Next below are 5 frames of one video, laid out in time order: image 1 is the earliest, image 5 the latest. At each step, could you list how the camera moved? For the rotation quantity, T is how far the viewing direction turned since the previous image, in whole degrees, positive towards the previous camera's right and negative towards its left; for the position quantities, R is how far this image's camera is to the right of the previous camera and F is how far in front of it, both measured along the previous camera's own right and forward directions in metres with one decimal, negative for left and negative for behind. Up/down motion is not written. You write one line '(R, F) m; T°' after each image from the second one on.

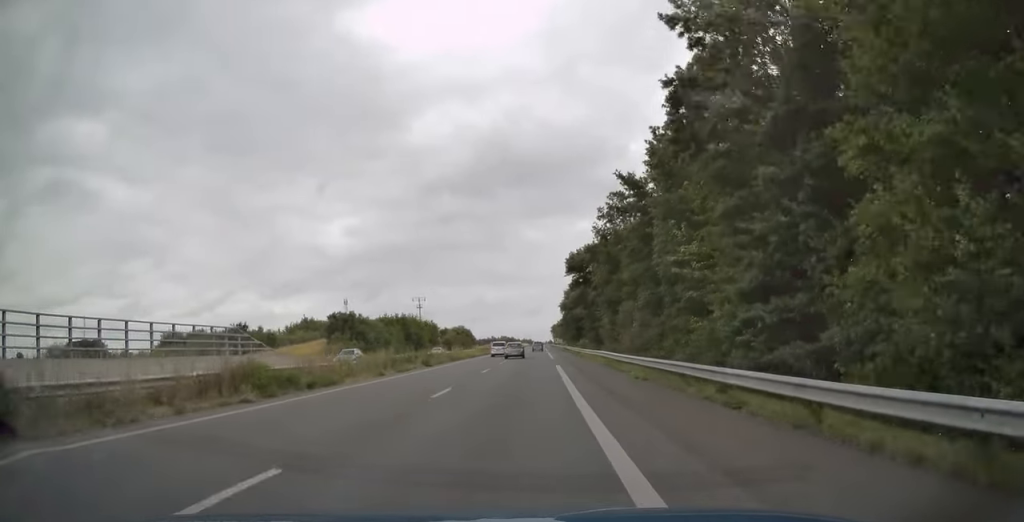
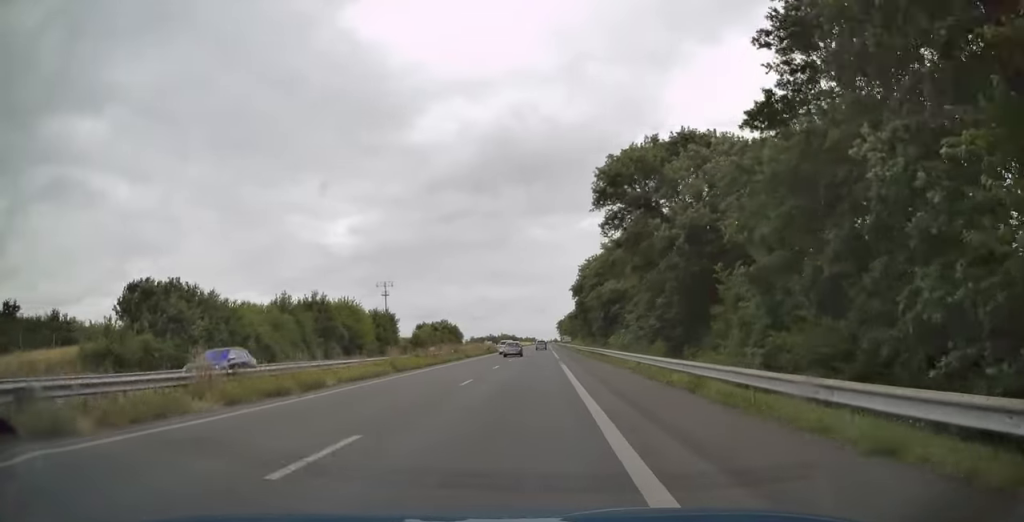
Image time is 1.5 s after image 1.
(0.0, +48.8) m; -1°
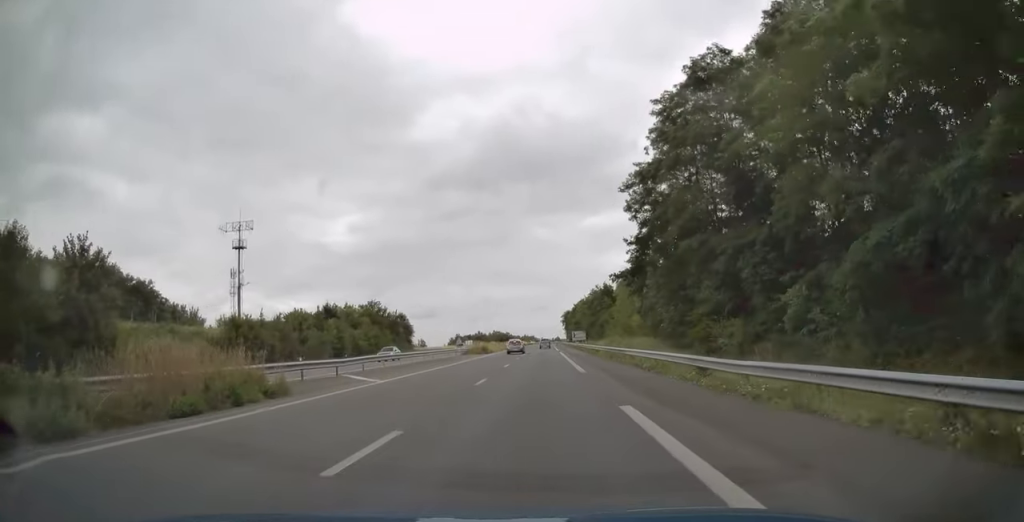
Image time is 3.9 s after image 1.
(-0.3, +77.7) m; -1°
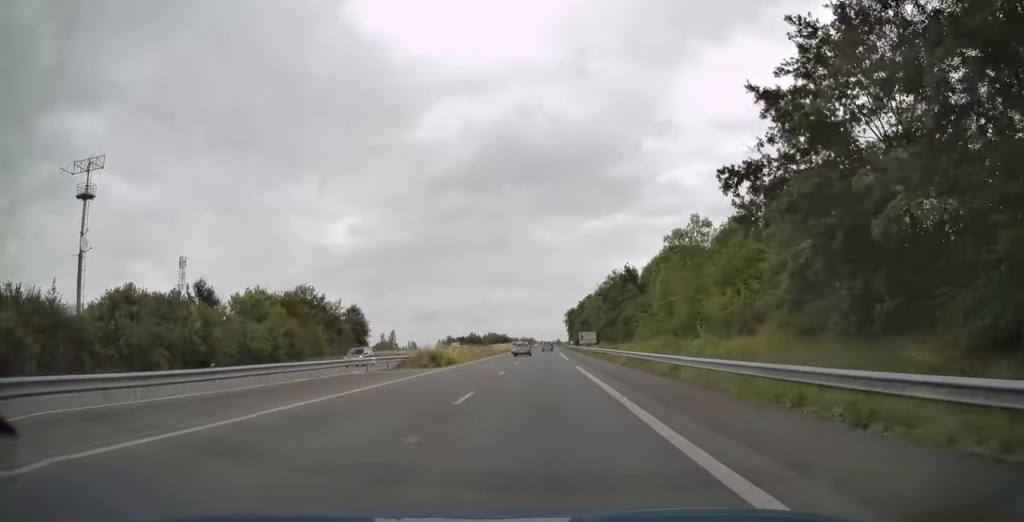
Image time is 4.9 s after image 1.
(-0.1, +31.7) m; 0°
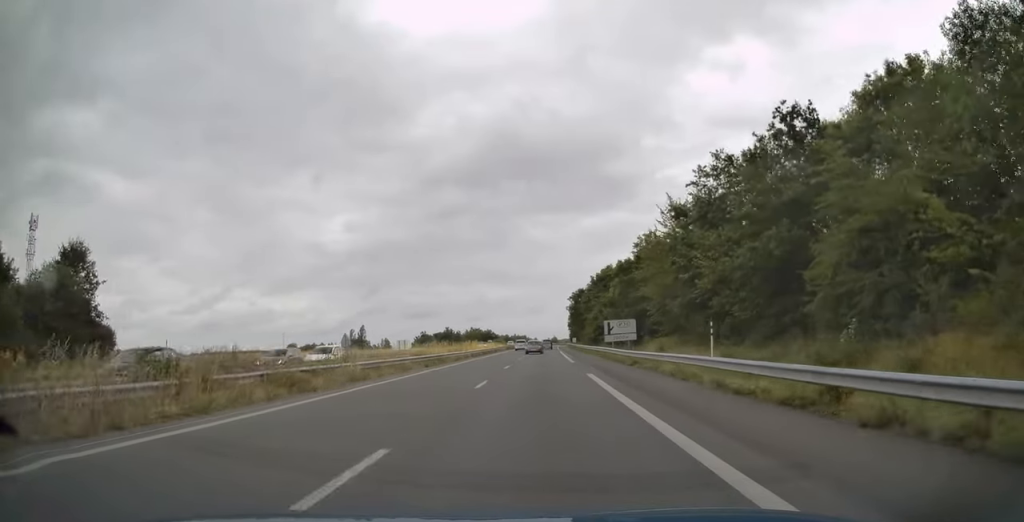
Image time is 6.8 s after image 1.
(+0.3, +60.5) m; 0°
